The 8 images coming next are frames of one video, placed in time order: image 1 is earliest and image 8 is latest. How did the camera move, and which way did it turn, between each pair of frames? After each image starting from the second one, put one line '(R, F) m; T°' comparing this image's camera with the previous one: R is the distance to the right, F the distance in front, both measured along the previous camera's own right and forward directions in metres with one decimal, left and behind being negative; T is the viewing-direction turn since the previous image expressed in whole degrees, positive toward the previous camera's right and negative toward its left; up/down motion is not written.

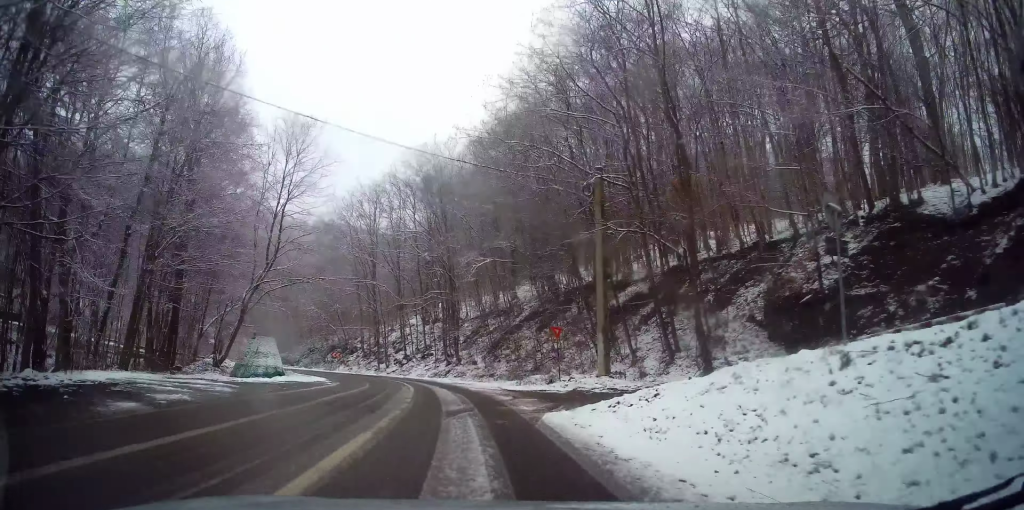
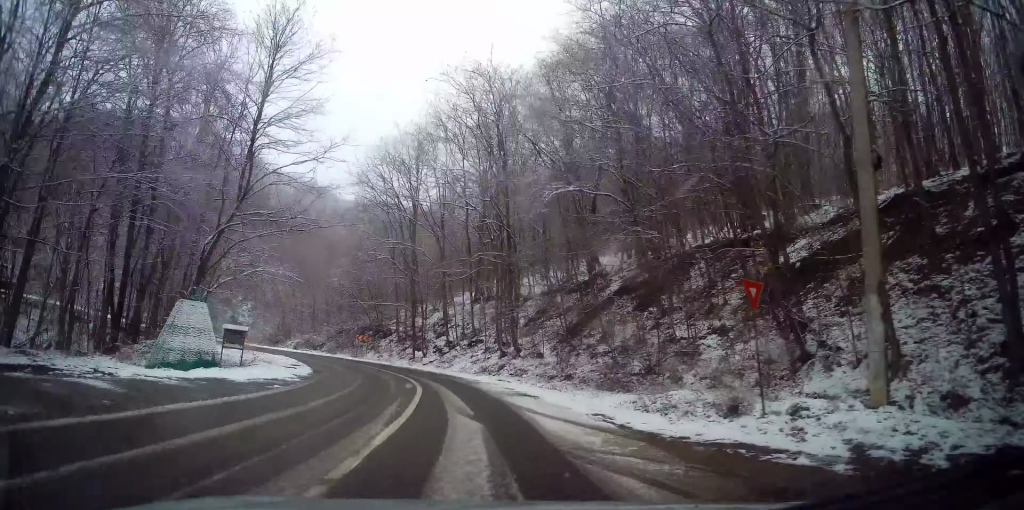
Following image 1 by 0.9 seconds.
(-0.7, +13.1) m; -5°
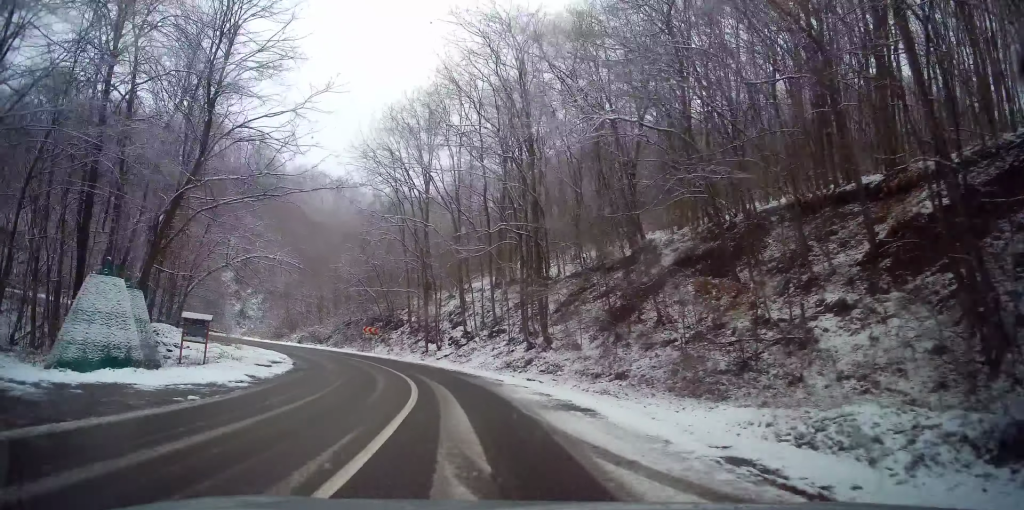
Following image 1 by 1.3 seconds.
(-0.1, +5.6) m; -2°
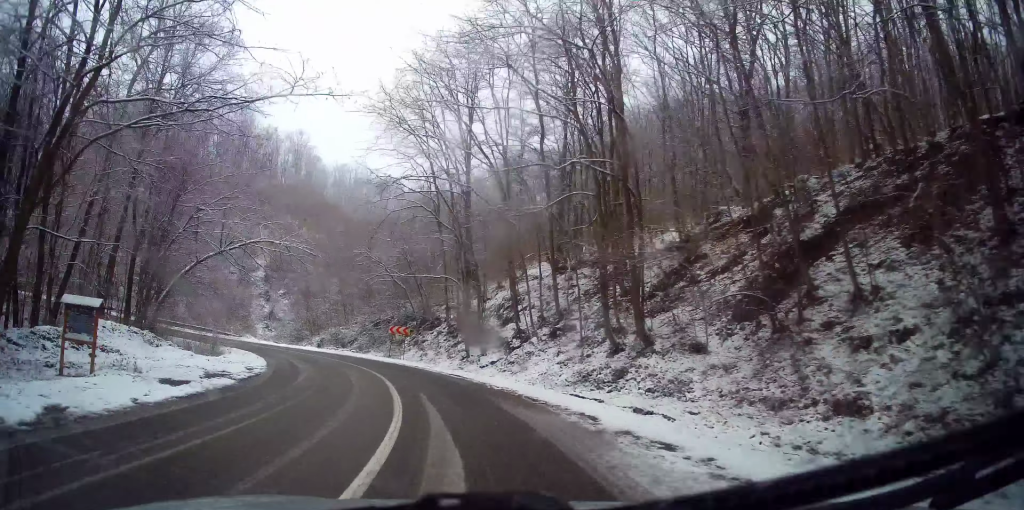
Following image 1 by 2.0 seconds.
(-0.1, +9.3) m; -6°
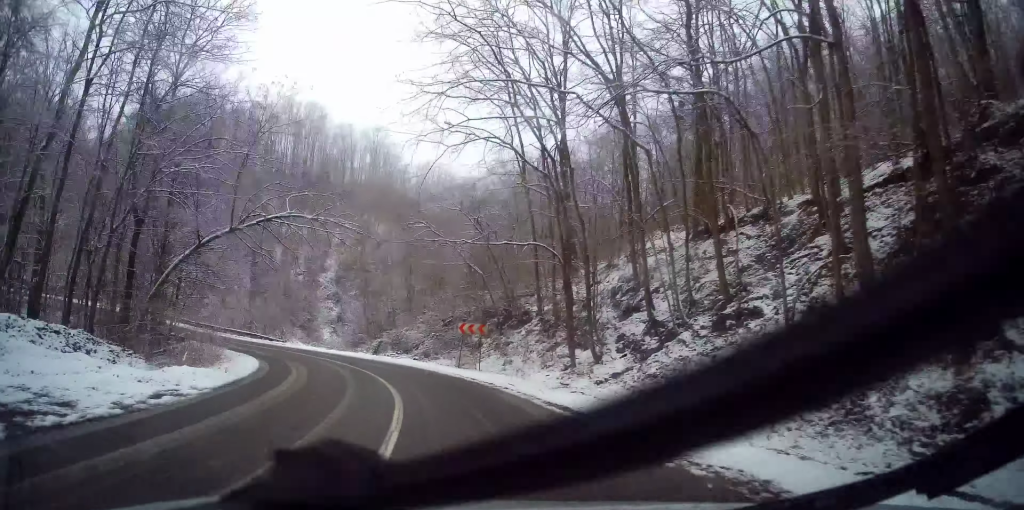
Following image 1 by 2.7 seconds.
(-0.6, +10.1) m; -9°
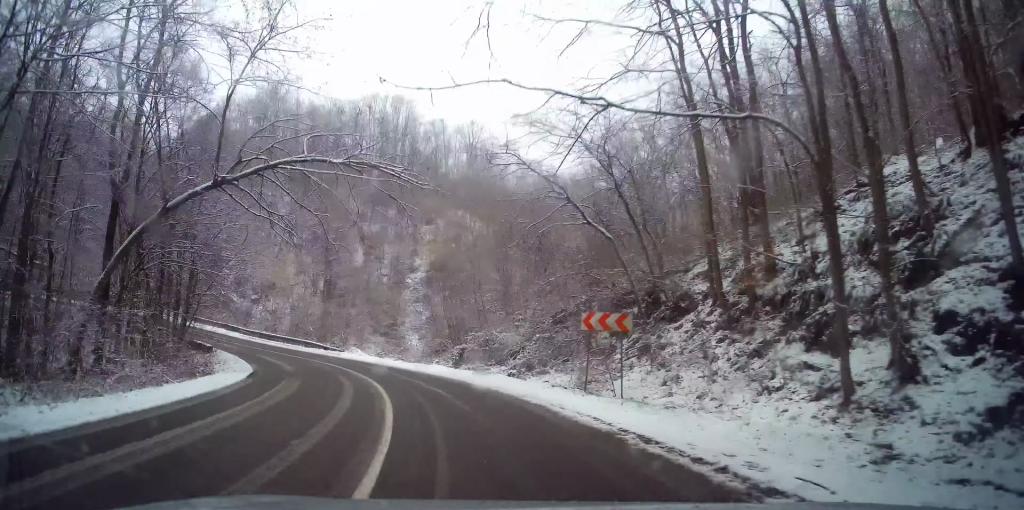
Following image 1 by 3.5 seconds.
(-1.1, +11.1) m; -12°
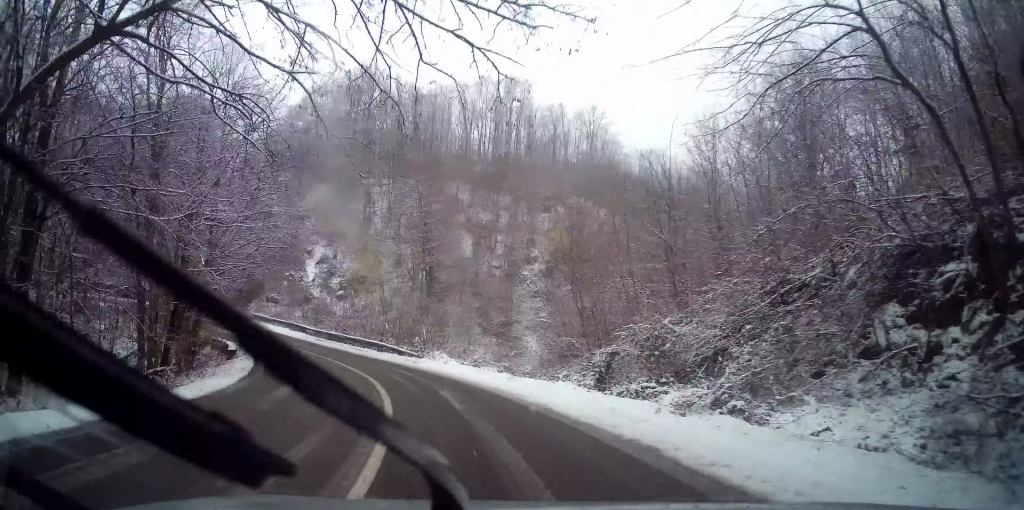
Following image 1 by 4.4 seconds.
(-0.9, +11.6) m; -12°
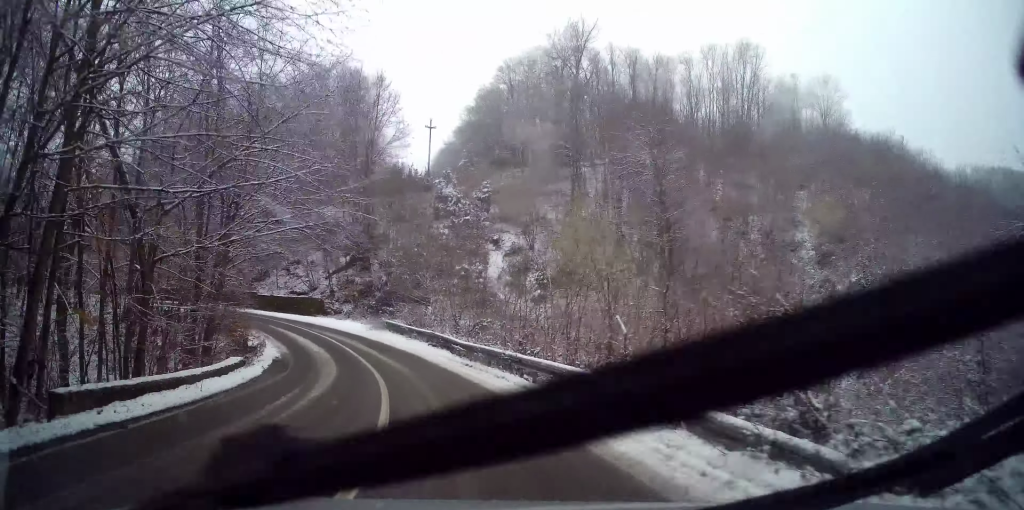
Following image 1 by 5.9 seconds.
(-5.1, +19.9) m; -26°
